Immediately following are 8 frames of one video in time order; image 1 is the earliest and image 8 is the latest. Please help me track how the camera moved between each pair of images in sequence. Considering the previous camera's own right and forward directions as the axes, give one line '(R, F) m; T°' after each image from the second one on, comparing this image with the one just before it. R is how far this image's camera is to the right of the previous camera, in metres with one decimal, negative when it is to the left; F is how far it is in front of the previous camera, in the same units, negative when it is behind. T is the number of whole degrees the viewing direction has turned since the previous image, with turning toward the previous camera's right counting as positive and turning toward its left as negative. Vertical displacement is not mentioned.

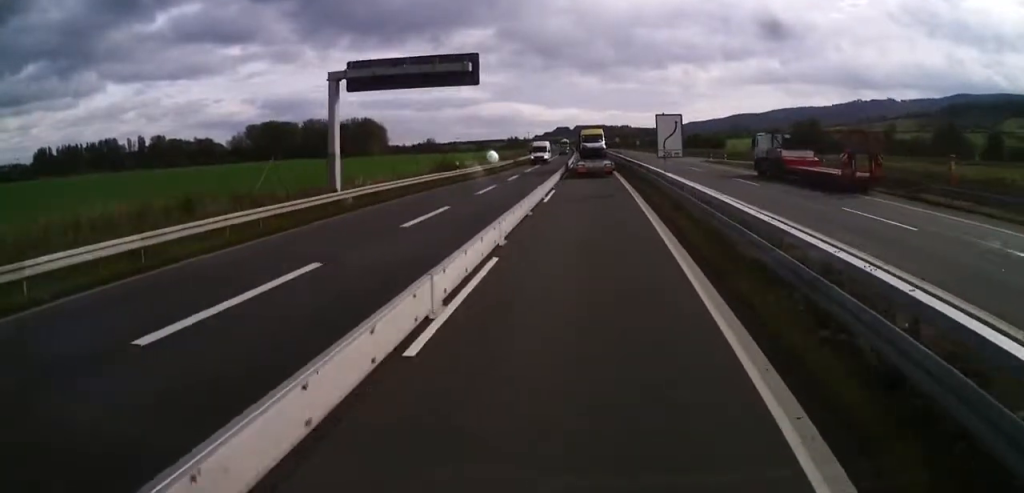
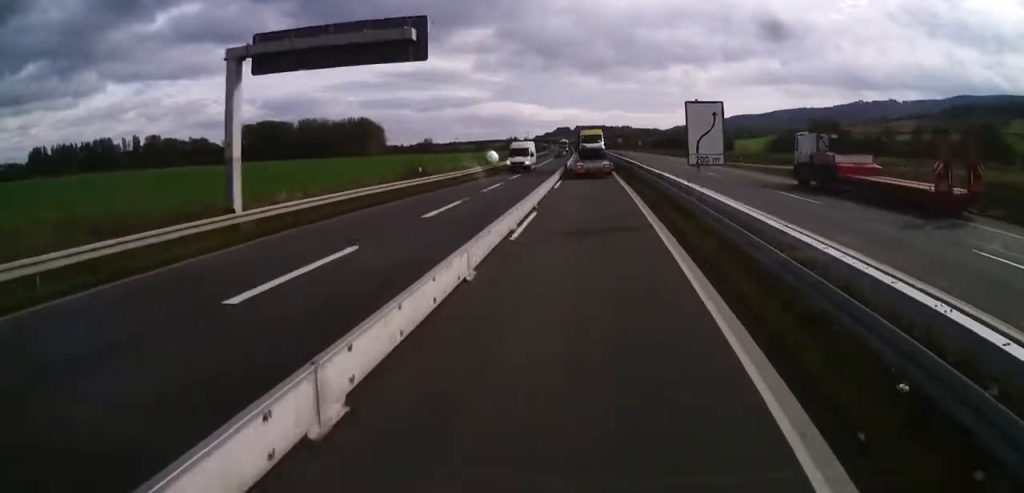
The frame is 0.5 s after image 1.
(-0.2, +9.6) m; 0°
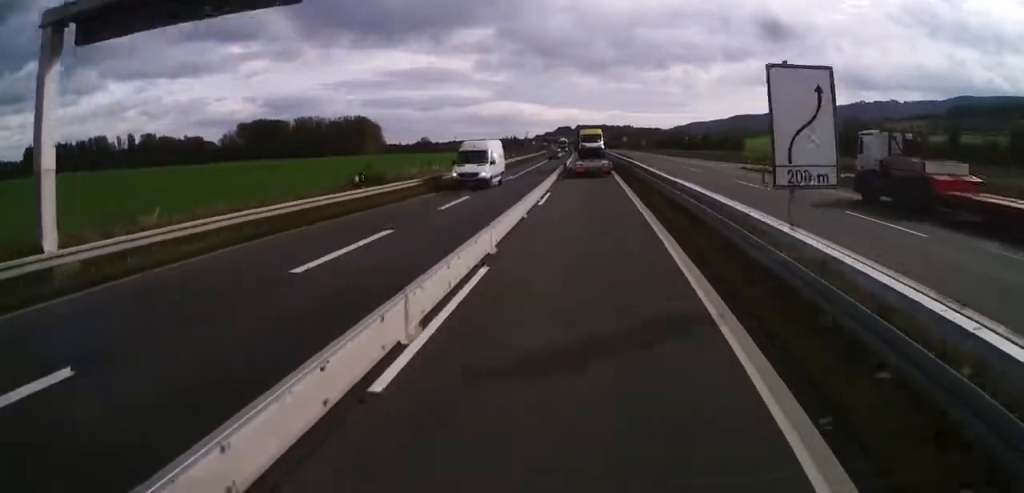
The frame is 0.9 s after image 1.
(+0.3, +9.6) m; 0°
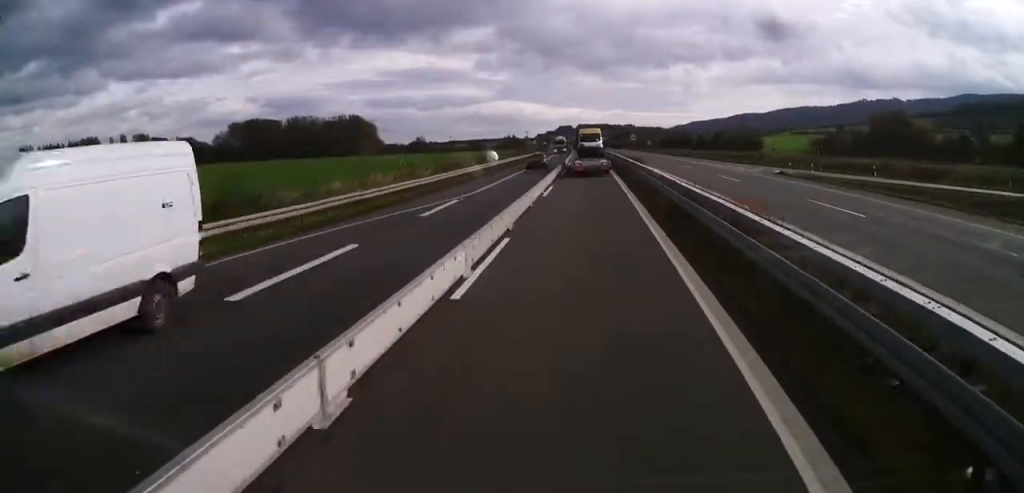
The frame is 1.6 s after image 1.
(+0.2, +14.4) m; 0°
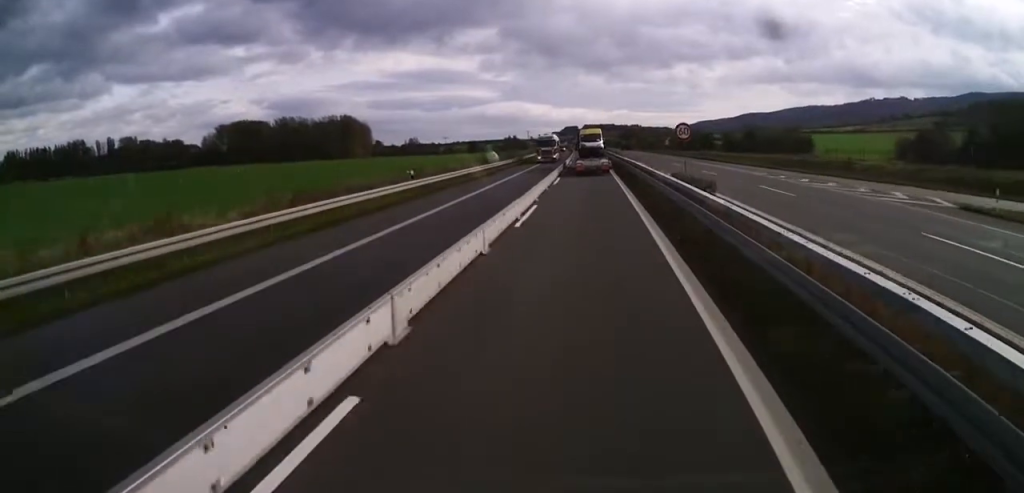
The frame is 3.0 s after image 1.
(-0.2, +28.0) m; 0°
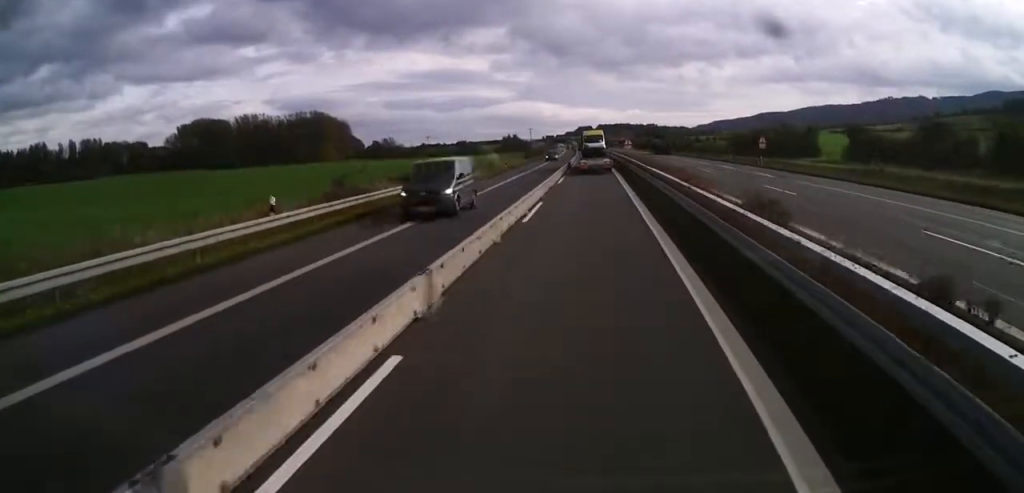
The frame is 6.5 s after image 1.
(-0.9, +70.6) m; -1°
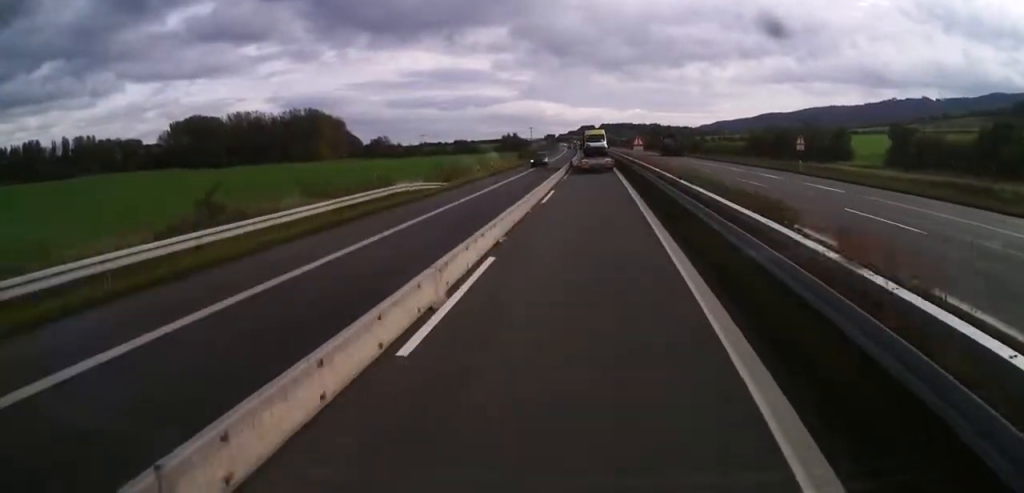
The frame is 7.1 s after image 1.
(0.0, +11.9) m; -1°
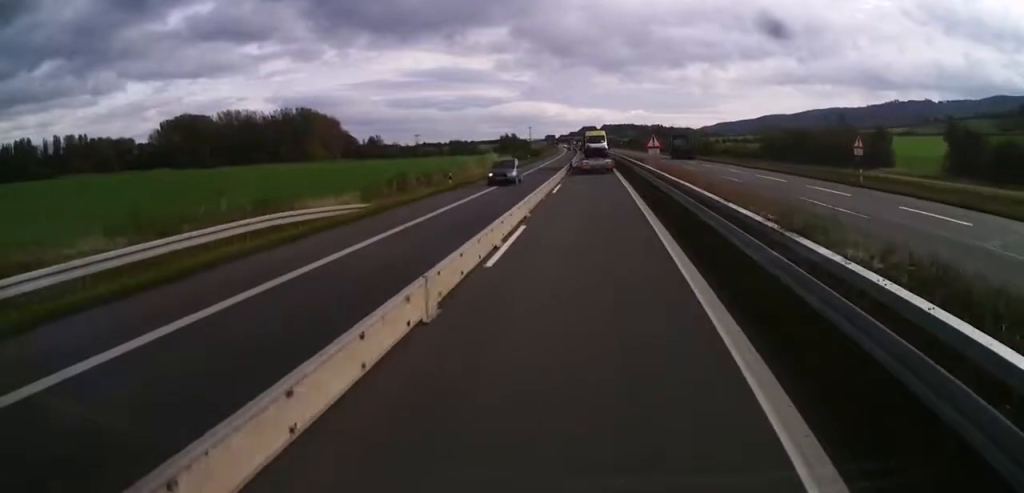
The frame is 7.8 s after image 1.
(-0.1, +12.5) m; 0°
